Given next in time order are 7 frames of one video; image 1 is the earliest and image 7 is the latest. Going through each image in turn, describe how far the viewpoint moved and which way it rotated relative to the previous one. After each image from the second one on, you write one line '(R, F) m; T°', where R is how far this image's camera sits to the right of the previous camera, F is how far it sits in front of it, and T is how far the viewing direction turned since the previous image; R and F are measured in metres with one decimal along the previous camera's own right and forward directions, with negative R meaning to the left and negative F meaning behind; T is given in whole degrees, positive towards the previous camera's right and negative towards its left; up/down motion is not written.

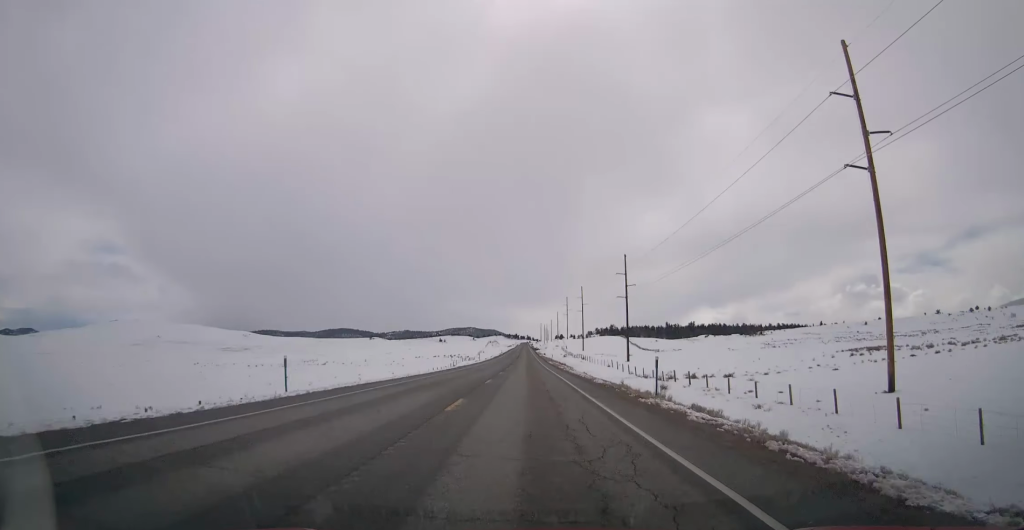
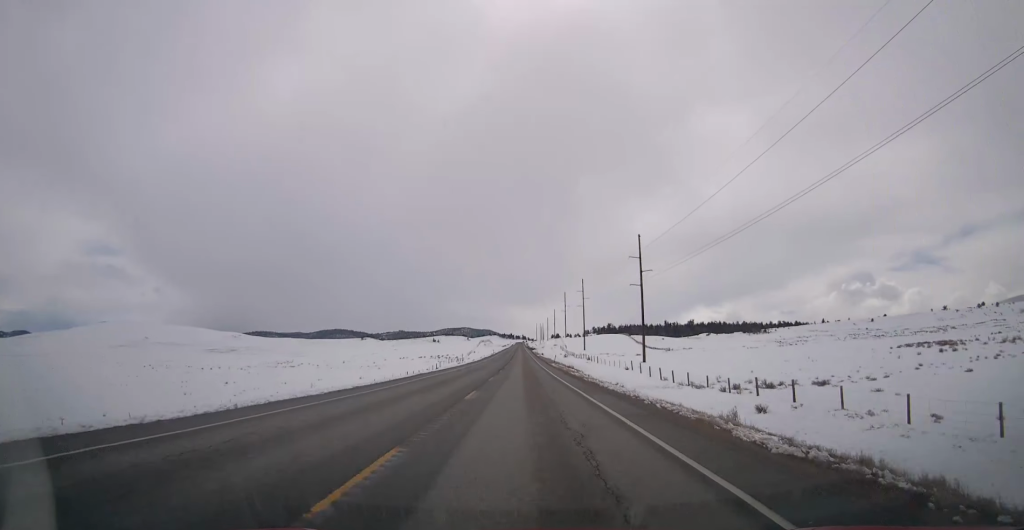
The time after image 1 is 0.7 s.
(-0.4, +21.0) m; 0°
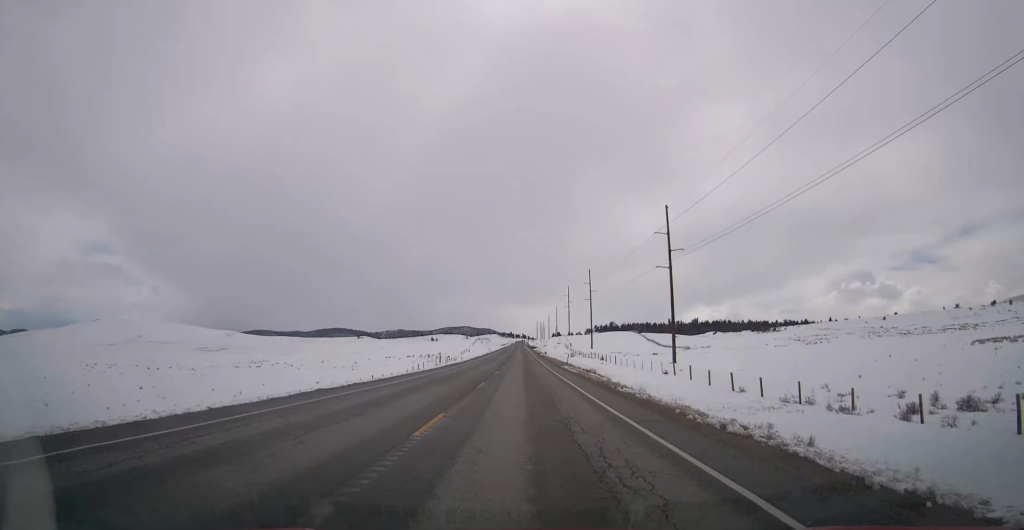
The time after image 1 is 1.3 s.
(+0.4, +20.1) m; +1°
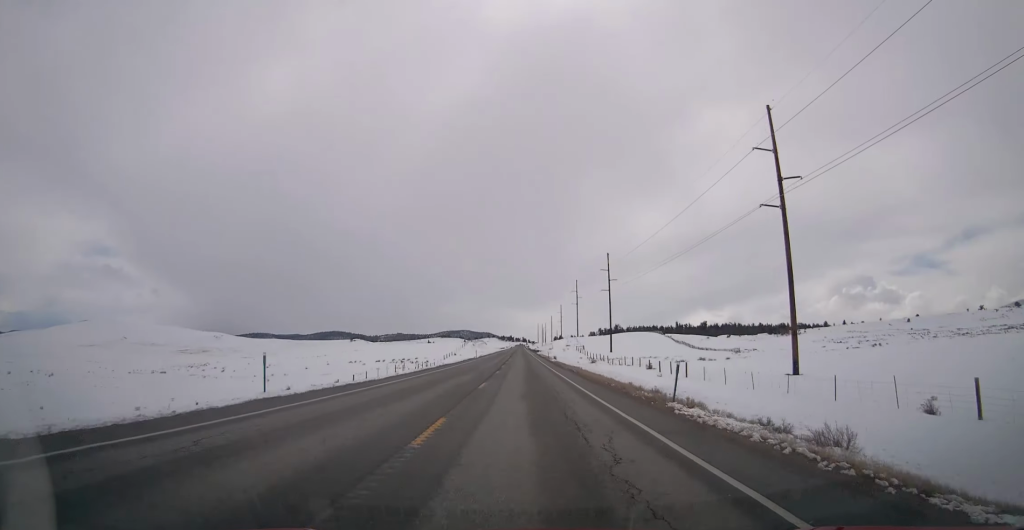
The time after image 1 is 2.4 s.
(+0.3, +36.3) m; 0°
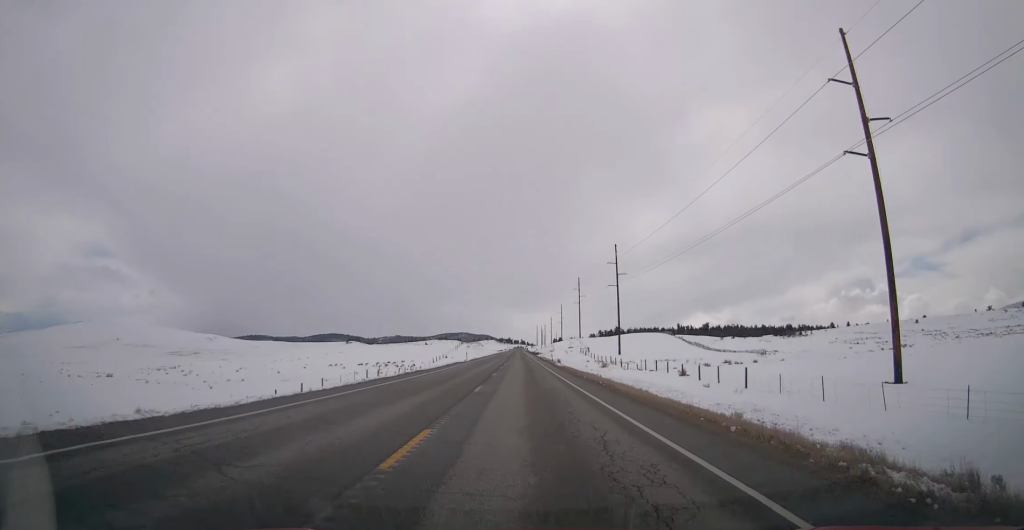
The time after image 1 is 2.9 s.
(0.0, +14.4) m; 0°
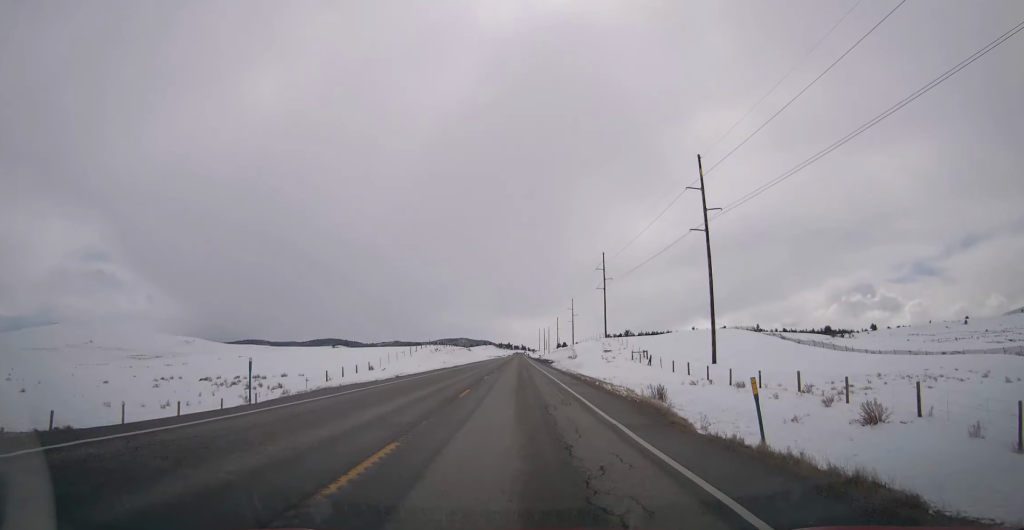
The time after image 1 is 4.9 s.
(0.0, +61.9) m; 0°
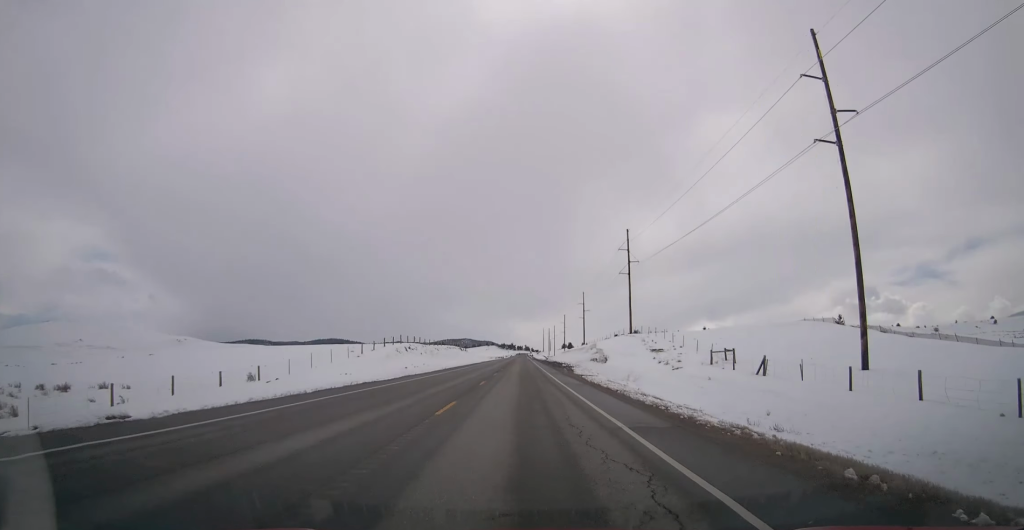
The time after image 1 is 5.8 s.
(-0.5, +29.6) m; -1°
